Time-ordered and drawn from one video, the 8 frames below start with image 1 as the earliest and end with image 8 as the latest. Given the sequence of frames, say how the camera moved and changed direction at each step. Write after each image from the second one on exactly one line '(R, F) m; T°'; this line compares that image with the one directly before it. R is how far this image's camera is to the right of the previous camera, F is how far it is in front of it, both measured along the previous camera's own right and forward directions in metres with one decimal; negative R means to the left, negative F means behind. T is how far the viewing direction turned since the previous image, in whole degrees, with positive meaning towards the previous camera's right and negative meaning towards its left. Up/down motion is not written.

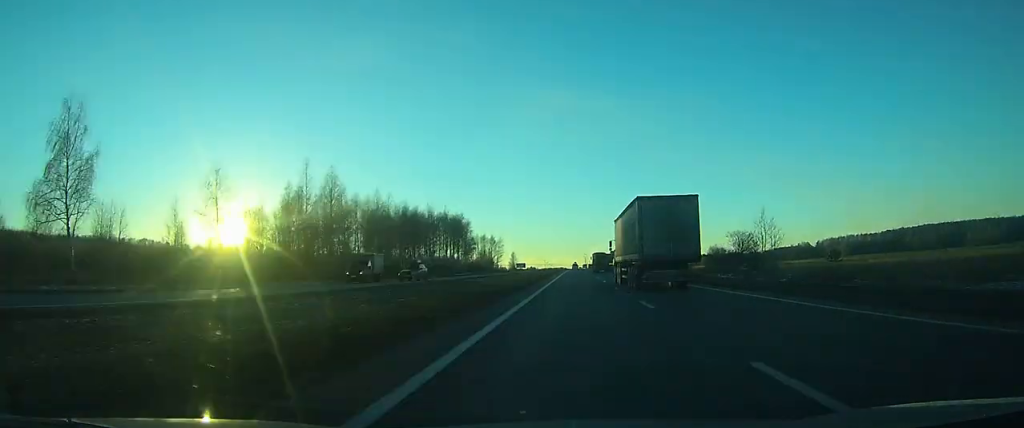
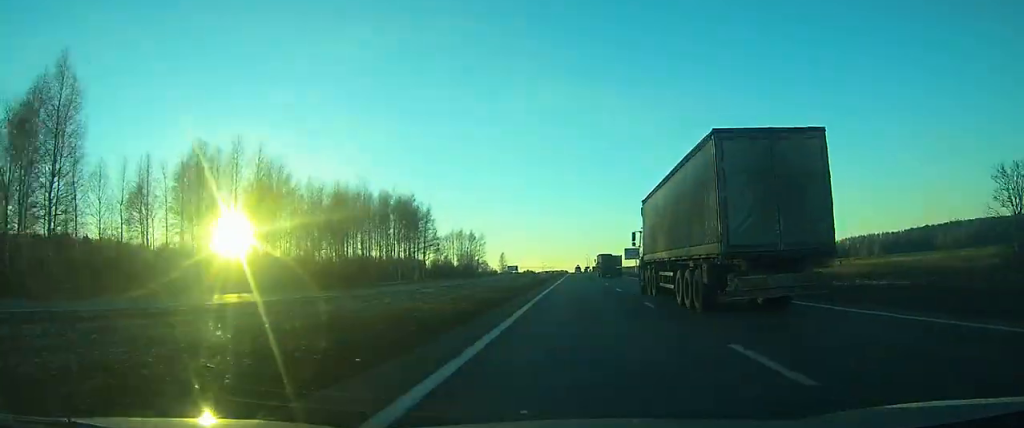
(0.0, +55.8) m; +1°
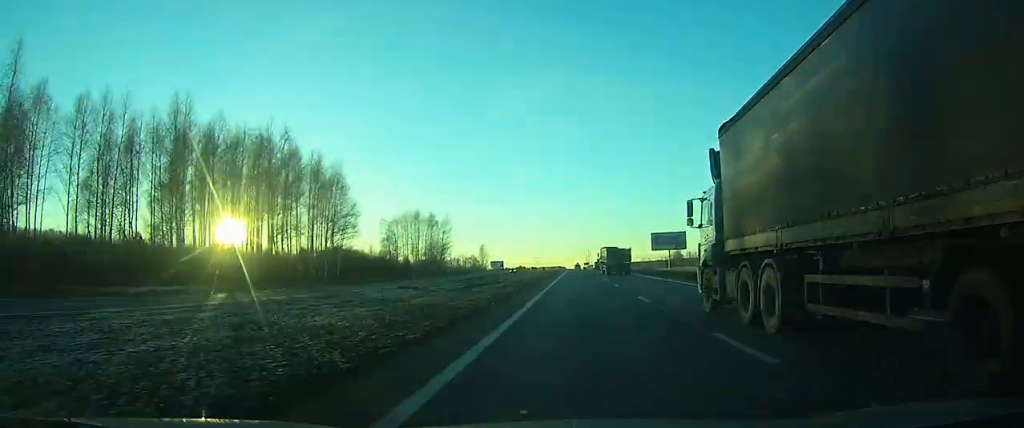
(+0.7, +56.9) m; 0°
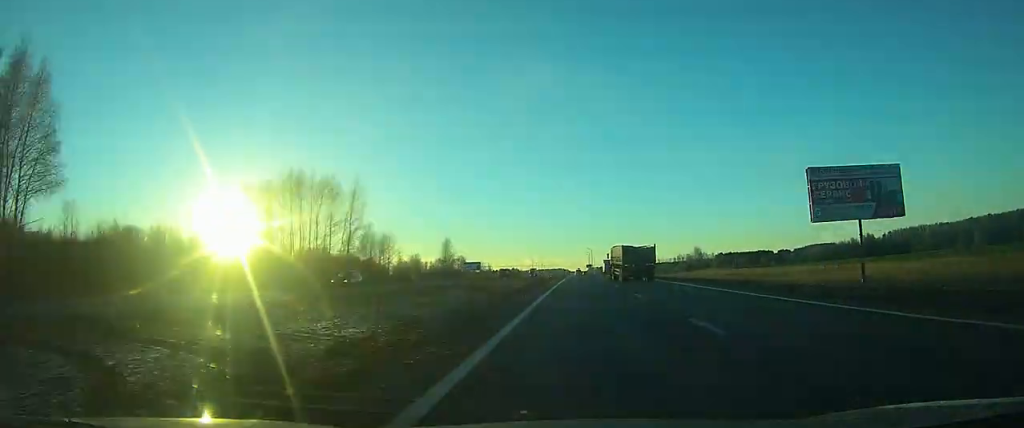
(-0.5, +70.8) m; 0°
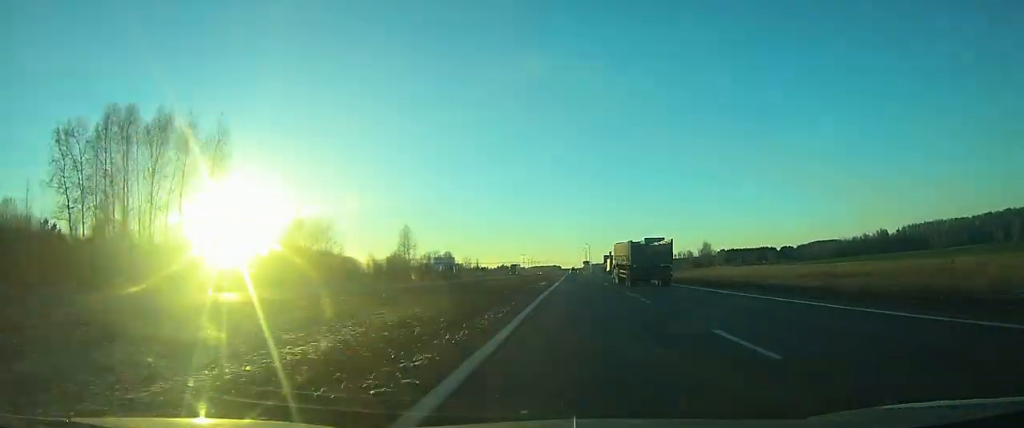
(0.0, +38.8) m; 0°
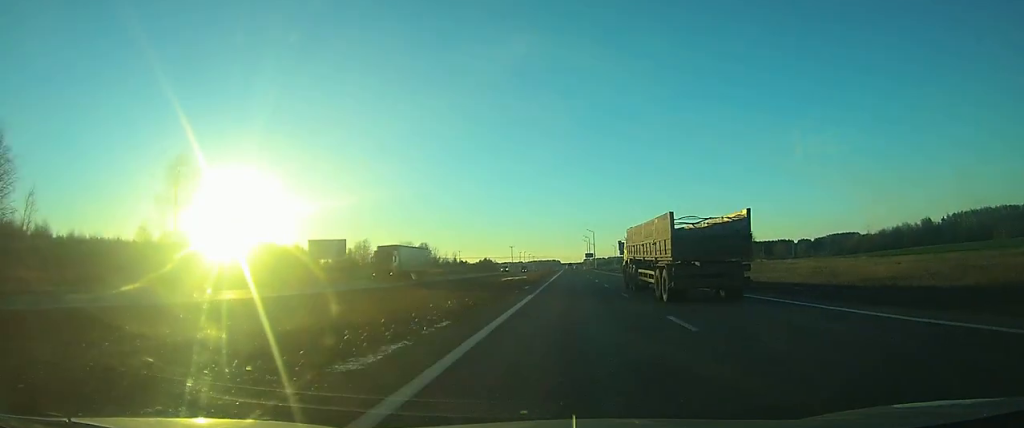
(+0.3, +79.0) m; 0°
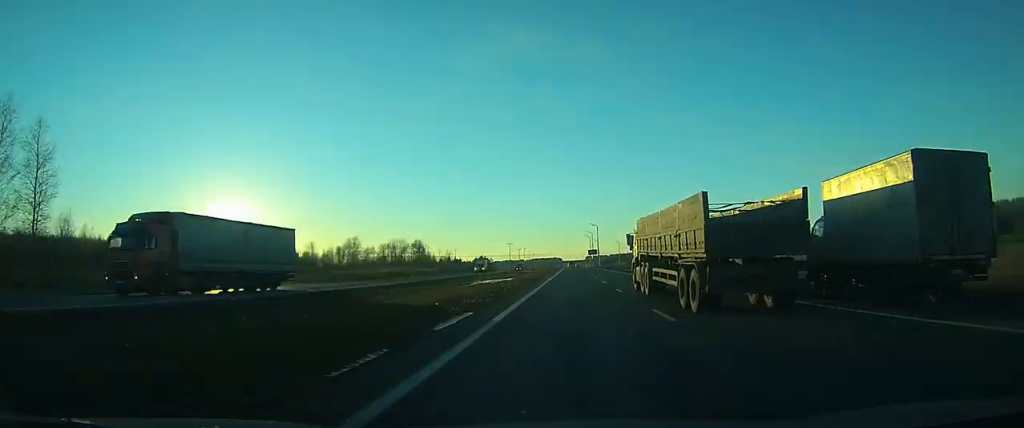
(0.0, +21.4) m; 0°
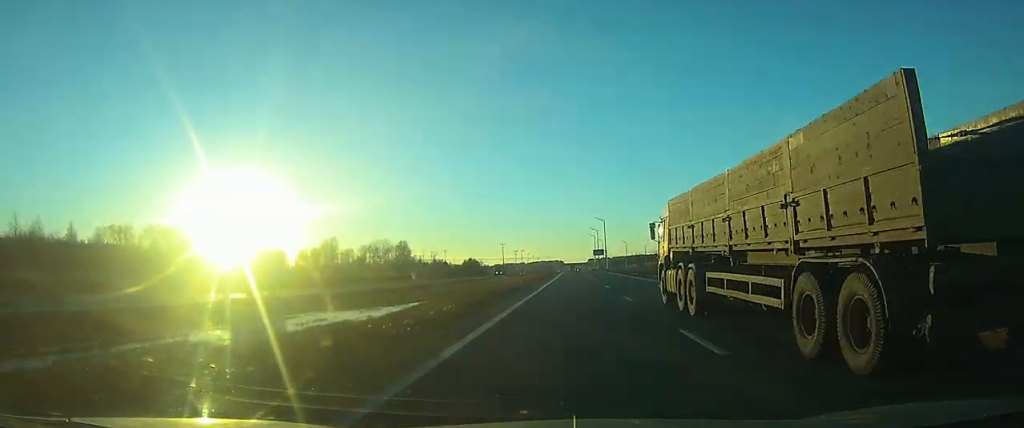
(0.0, +38.4) m; 0°
